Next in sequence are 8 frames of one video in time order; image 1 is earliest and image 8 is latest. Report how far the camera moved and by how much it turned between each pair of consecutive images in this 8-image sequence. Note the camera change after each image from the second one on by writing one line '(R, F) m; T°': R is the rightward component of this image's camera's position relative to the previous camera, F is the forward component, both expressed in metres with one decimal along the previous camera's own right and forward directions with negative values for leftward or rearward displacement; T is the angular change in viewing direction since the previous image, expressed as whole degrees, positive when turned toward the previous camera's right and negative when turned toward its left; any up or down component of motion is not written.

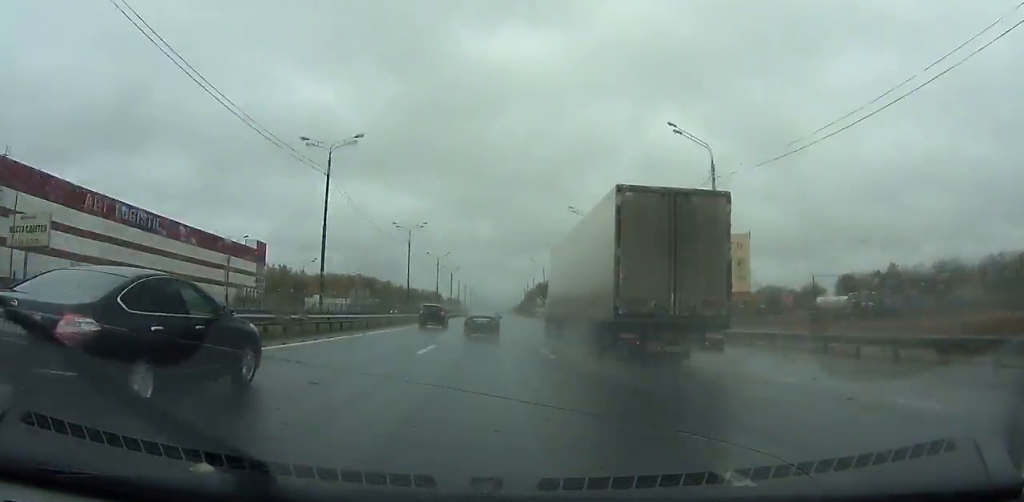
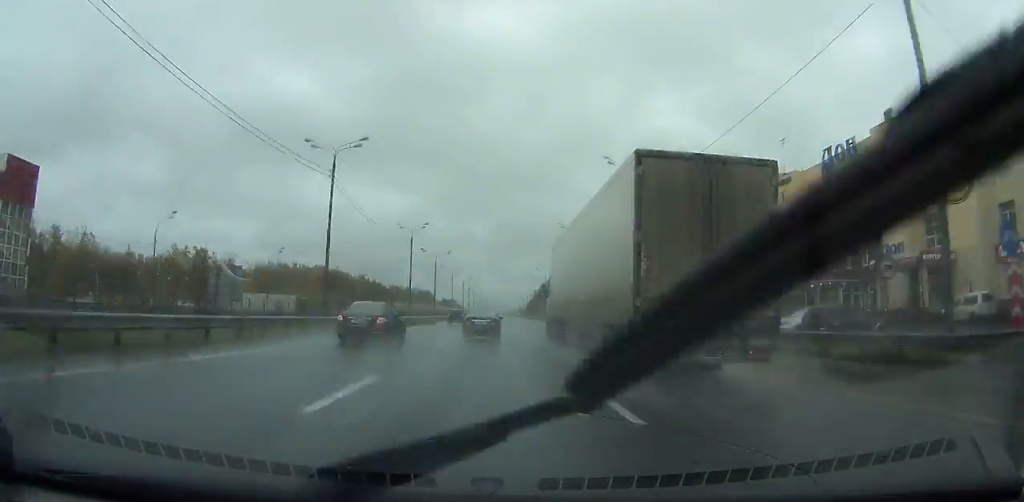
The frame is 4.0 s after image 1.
(+0.2, +81.6) m; 0°
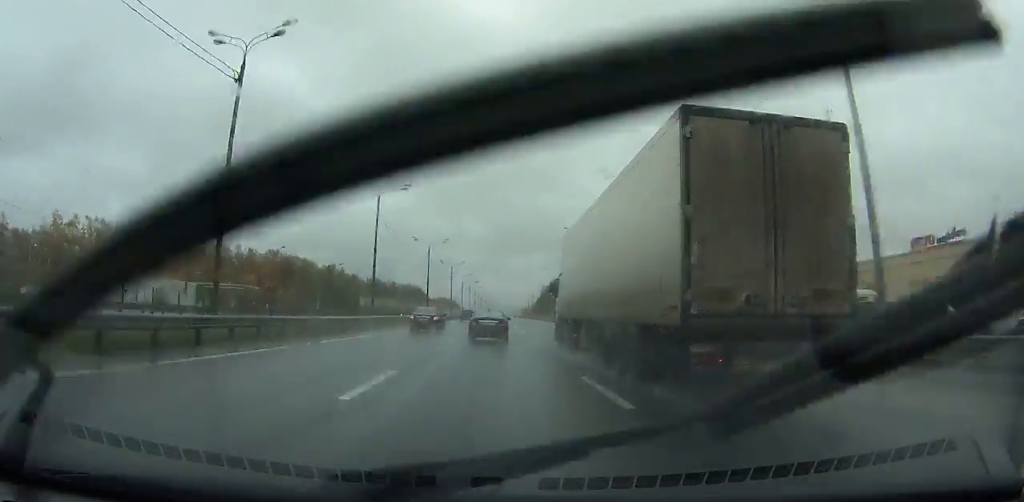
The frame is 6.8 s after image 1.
(-0.1, +59.6) m; 0°
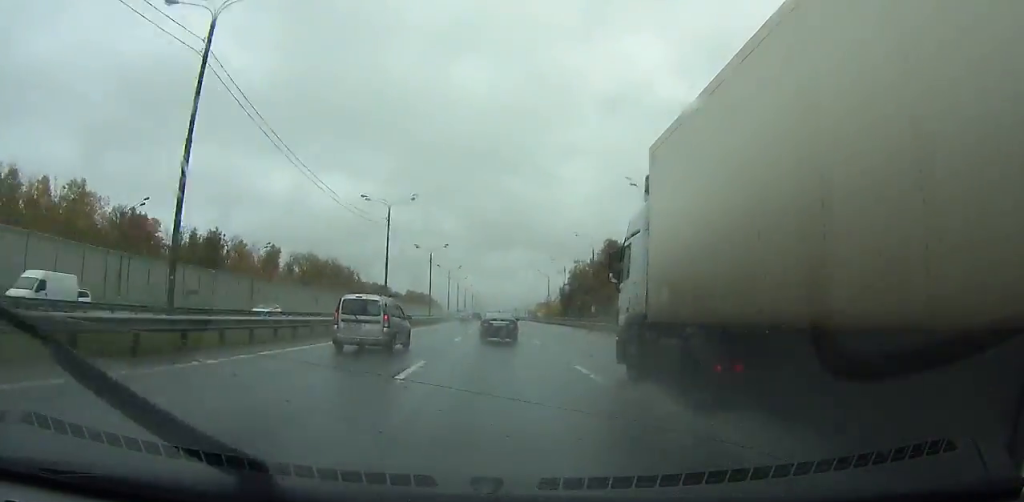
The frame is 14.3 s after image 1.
(+0.4, +170.4) m; 0°
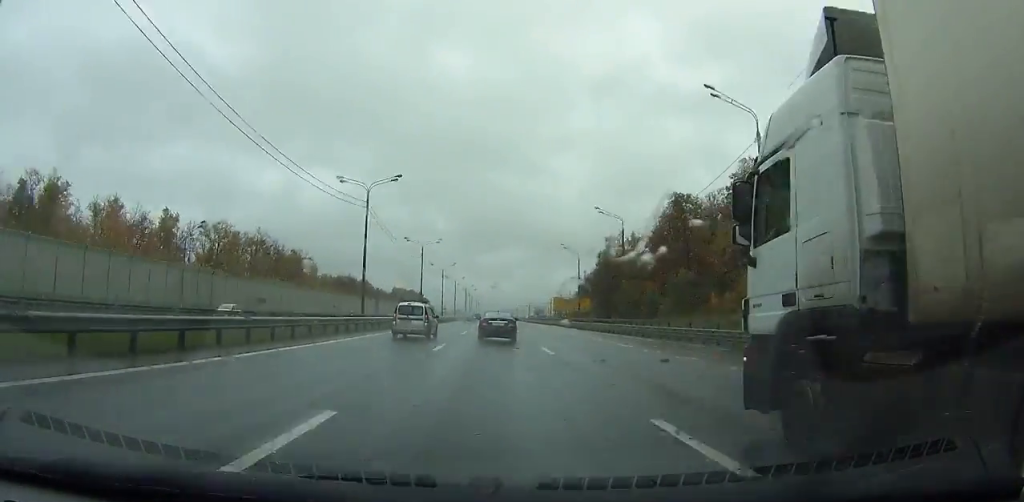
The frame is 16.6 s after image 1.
(+0.1, +54.6) m; 0°
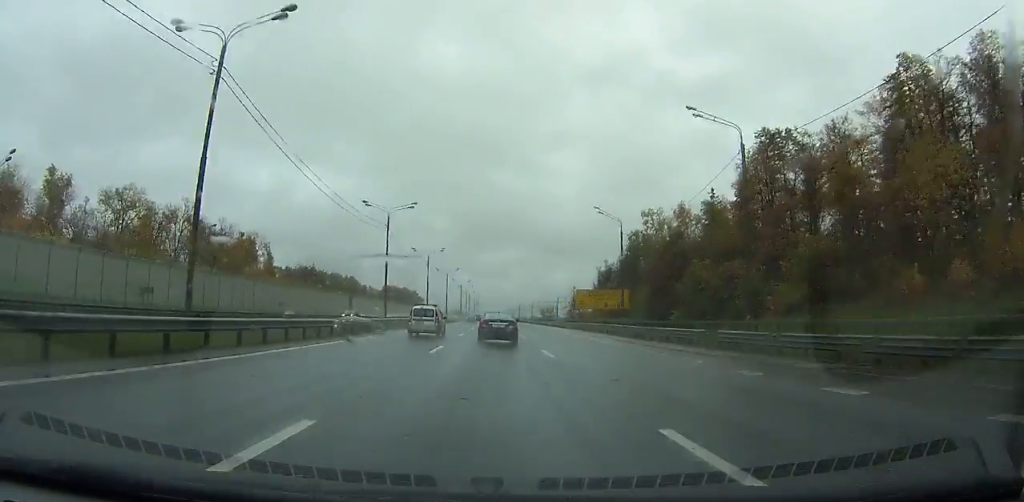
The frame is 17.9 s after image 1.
(0.0, +31.4) m; 0°
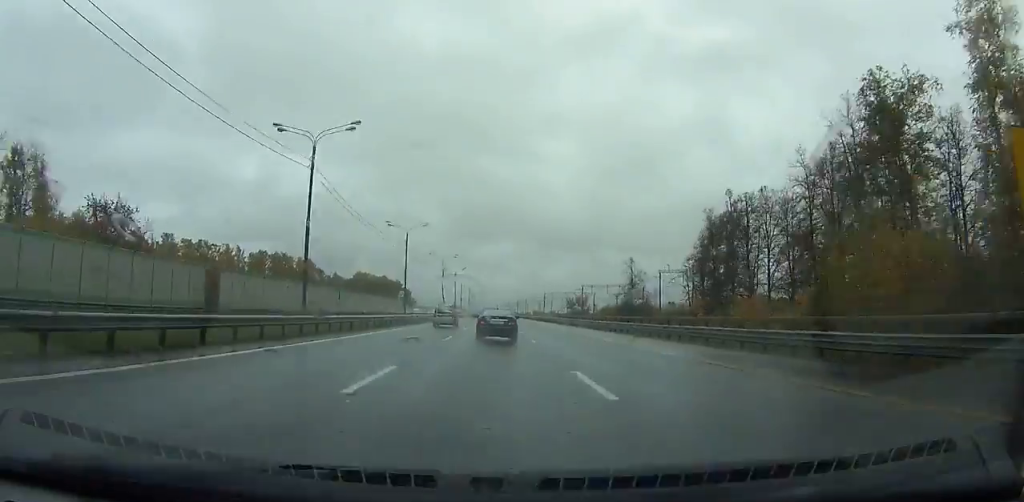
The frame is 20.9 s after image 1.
(+0.2, +72.5) m; 0°
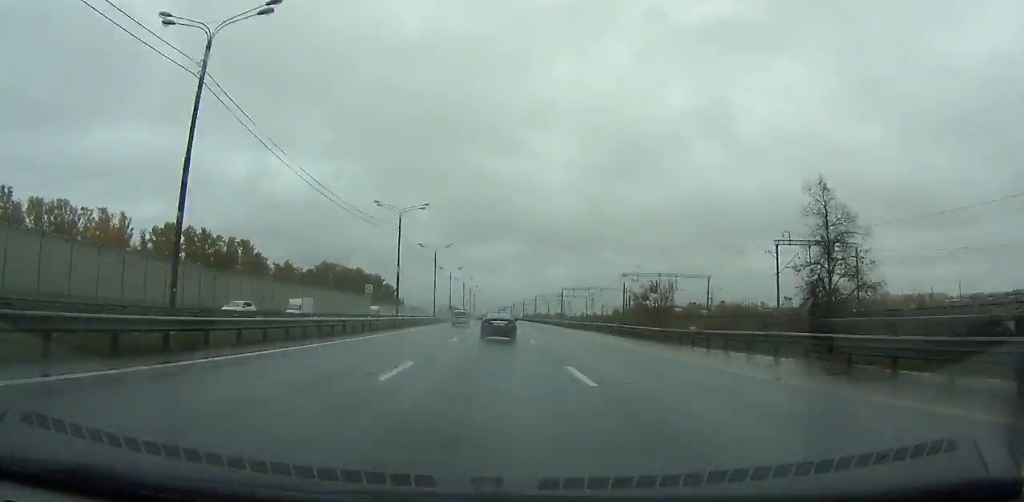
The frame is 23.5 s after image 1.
(+0.2, +62.8) m; 0°
